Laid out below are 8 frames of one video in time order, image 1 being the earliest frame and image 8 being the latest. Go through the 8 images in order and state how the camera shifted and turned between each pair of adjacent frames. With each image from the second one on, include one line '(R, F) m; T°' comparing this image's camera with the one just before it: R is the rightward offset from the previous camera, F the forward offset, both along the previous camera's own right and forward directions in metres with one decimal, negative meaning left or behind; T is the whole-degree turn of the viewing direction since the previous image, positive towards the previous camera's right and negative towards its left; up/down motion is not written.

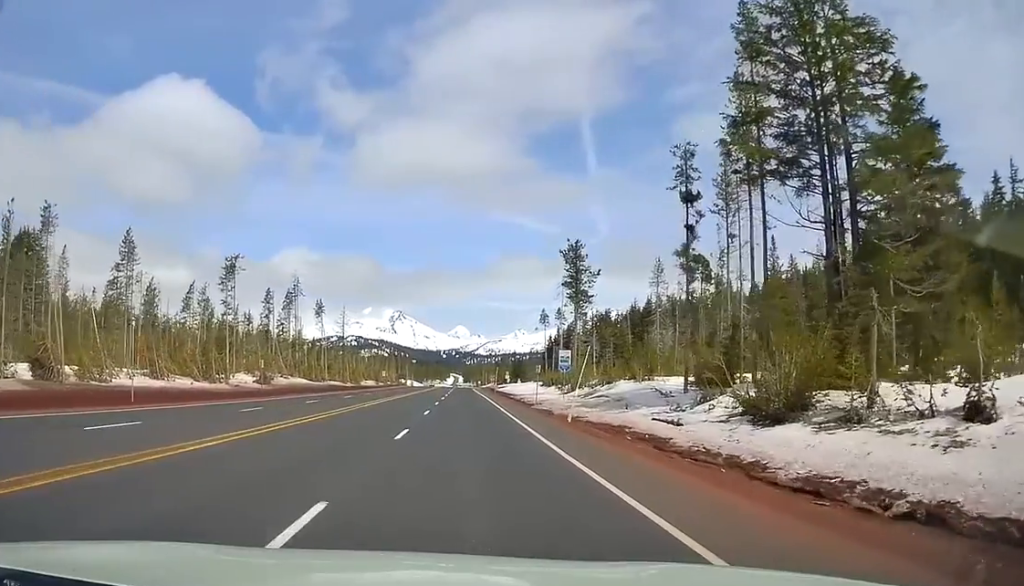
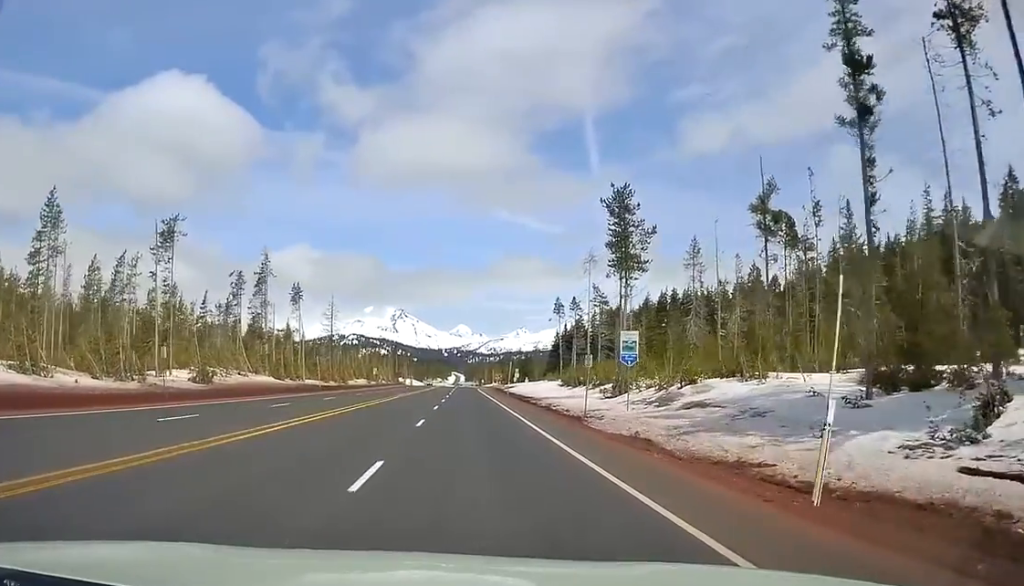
(-0.1, +22.3) m; -1°
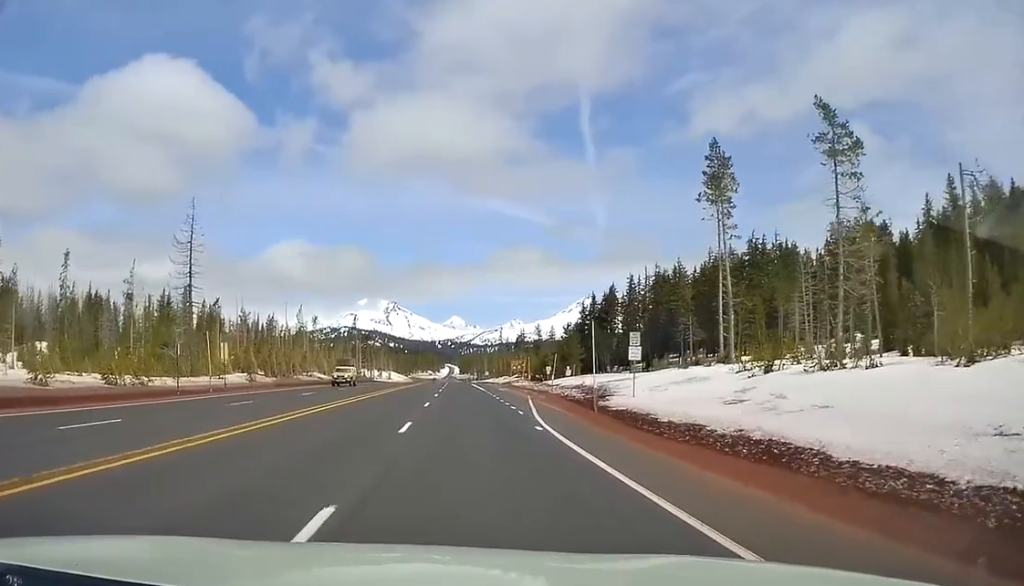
(+1.3, +94.2) m; 0°
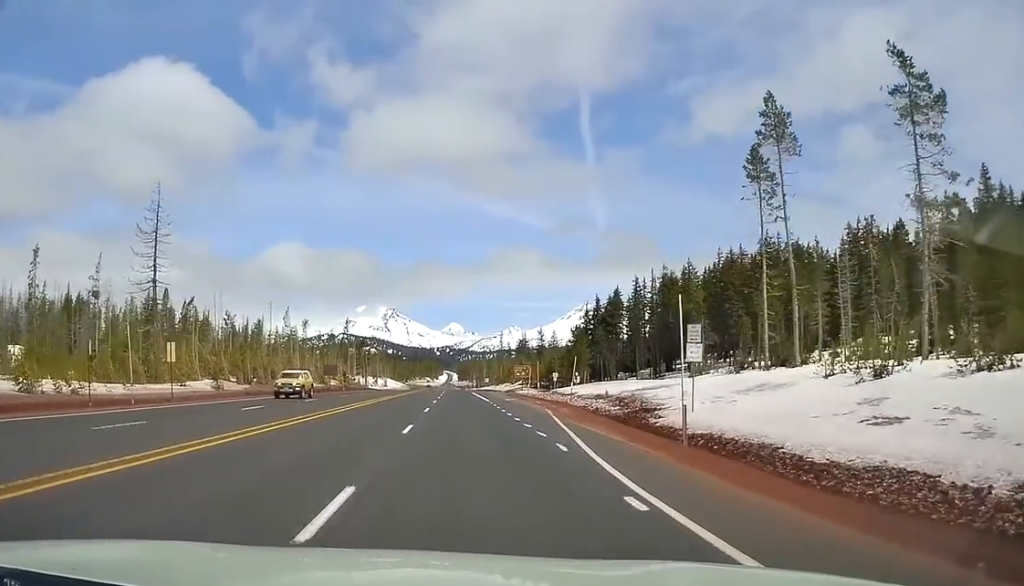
(-0.4, +10.6) m; 0°
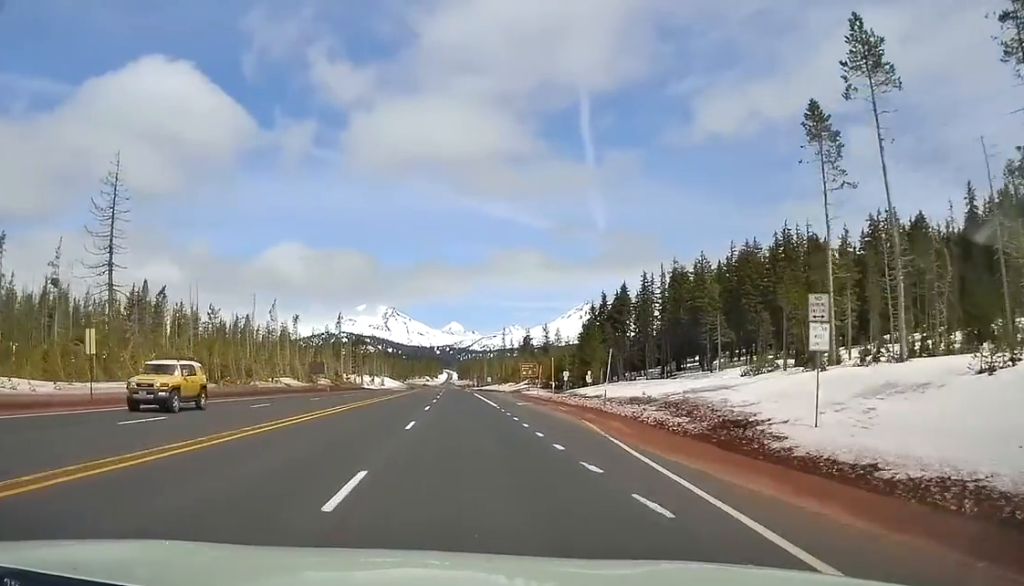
(-0.3, +11.0) m; 0°
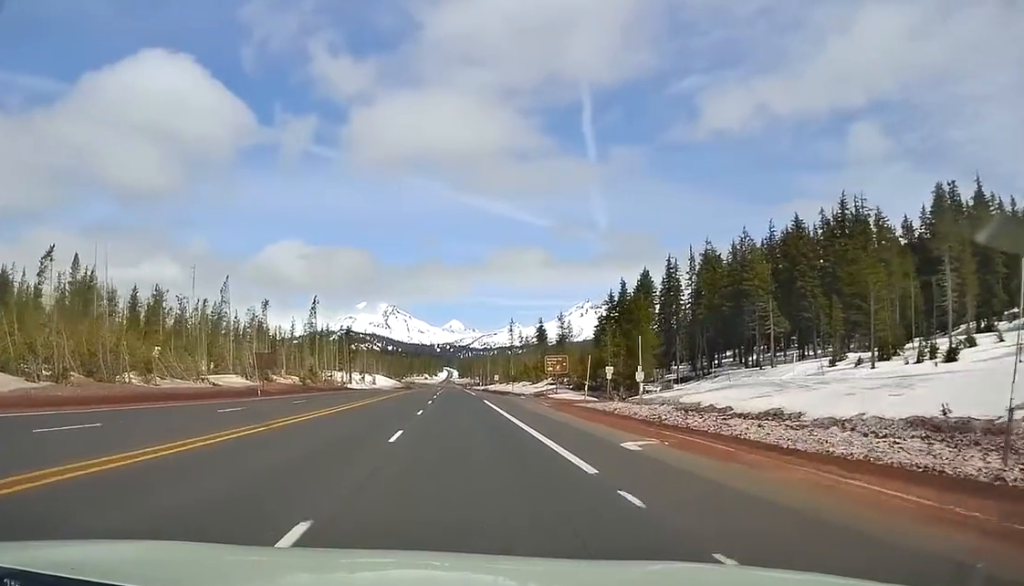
(+0.9, +28.5) m; +1°
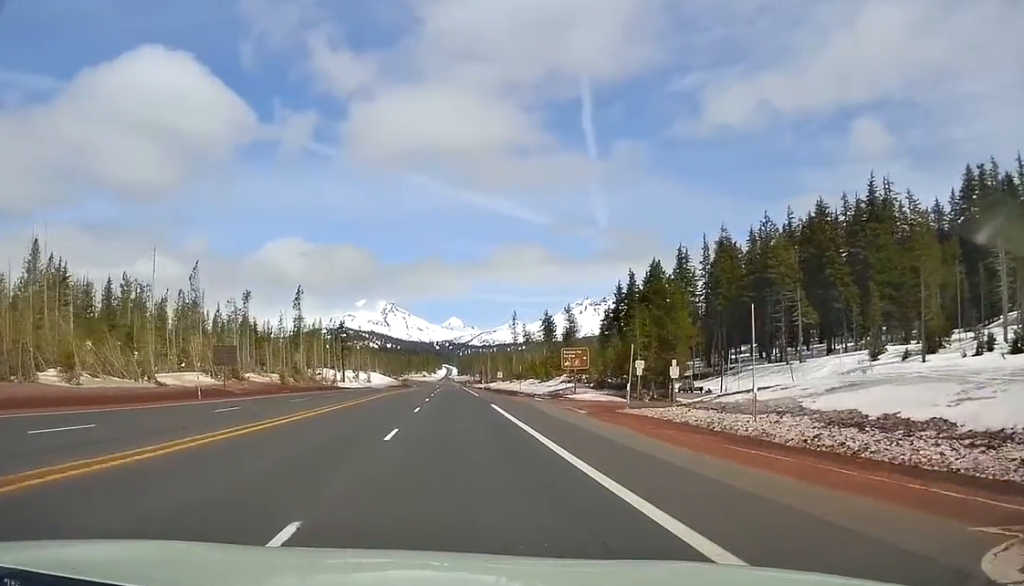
(-0.2, +12.4) m; -1°
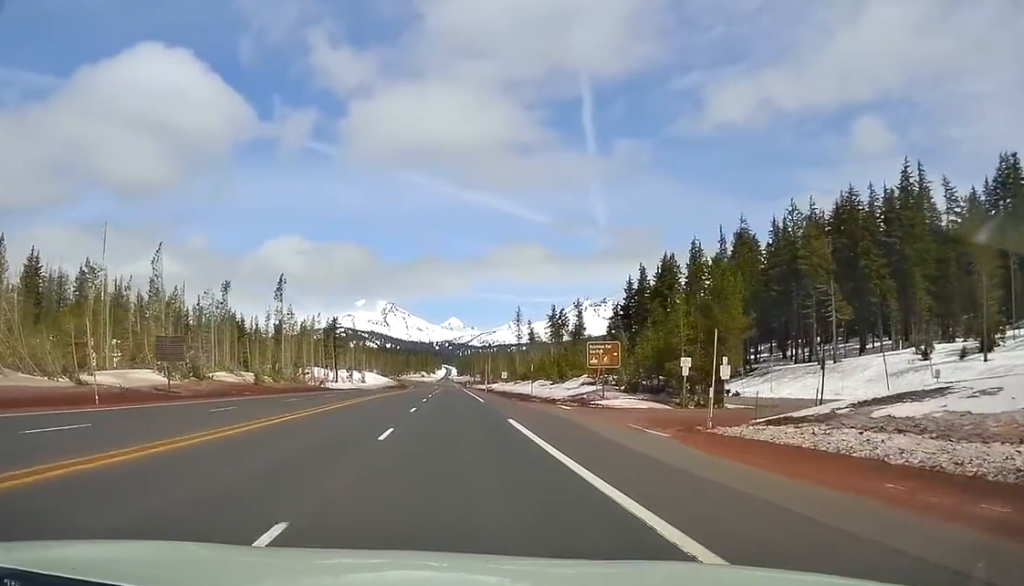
(-0.1, +12.4) m; 0°
